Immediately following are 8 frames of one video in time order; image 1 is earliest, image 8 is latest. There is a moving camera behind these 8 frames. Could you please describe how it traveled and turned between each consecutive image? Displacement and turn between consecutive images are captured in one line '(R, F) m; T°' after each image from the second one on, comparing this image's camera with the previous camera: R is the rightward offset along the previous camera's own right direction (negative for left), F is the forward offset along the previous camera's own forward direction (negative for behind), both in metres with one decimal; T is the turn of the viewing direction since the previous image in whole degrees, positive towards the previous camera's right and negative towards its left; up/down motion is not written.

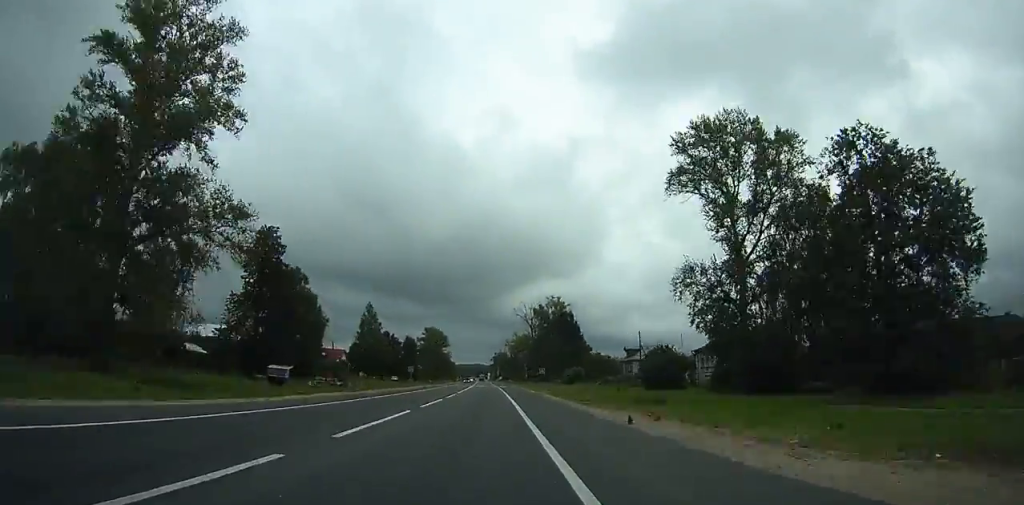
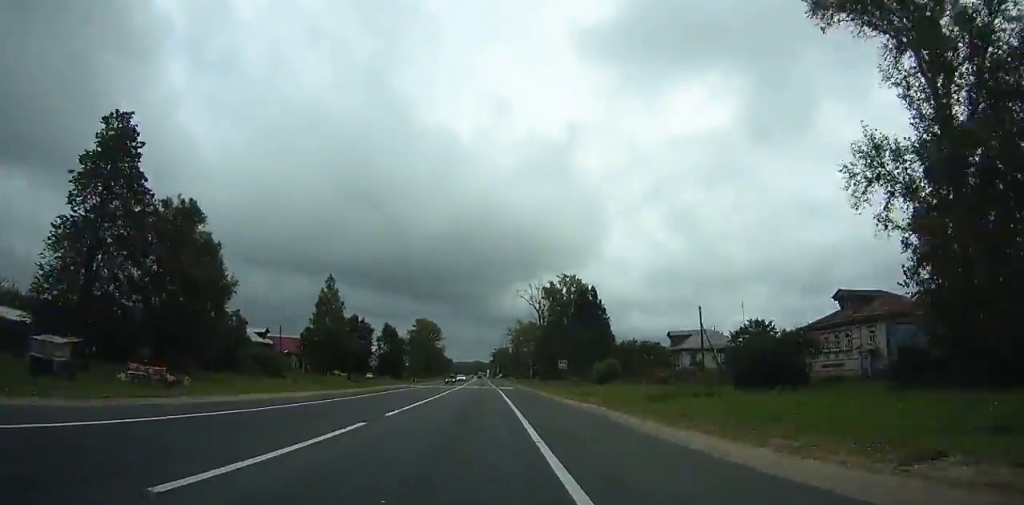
(-0.1, +32.6) m; 0°
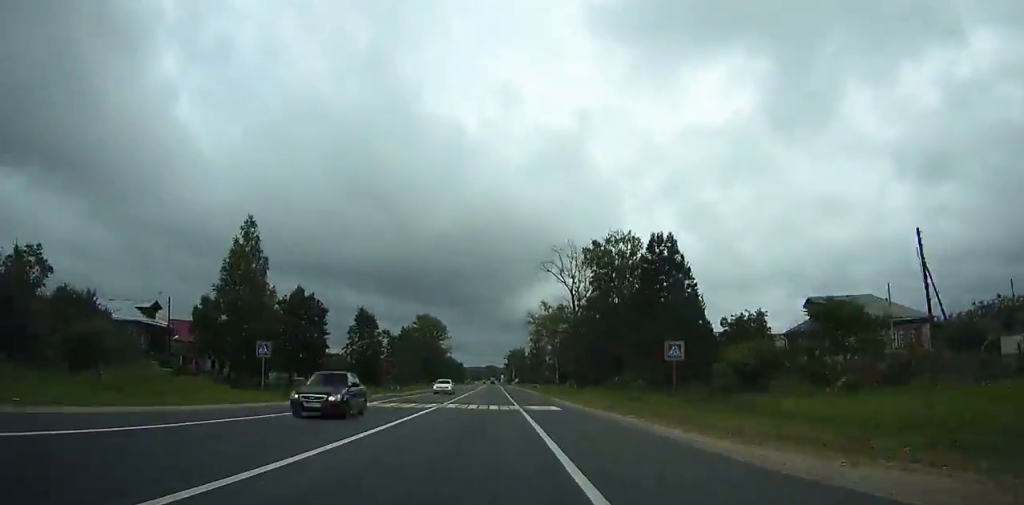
(-0.1, +39.8) m; 0°
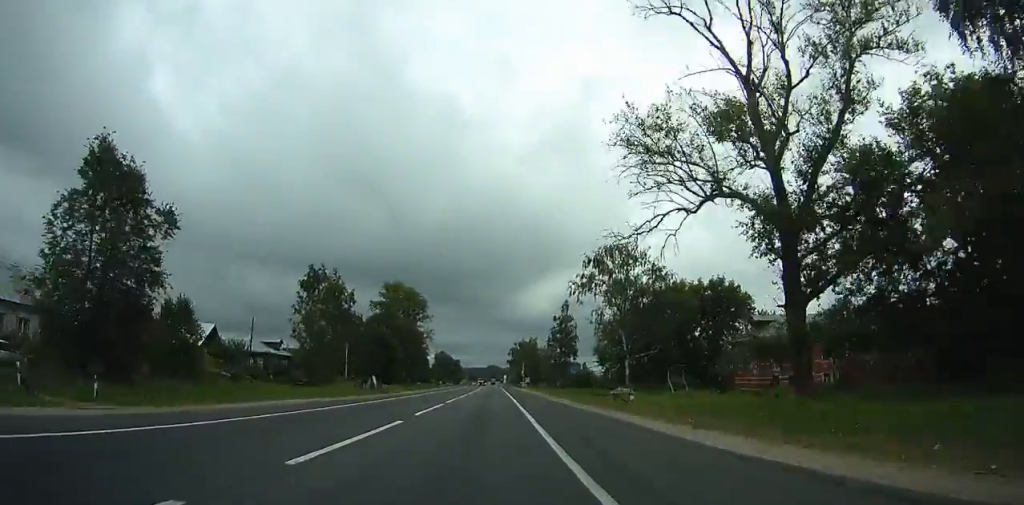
(+0.4, +70.9) m; 0°
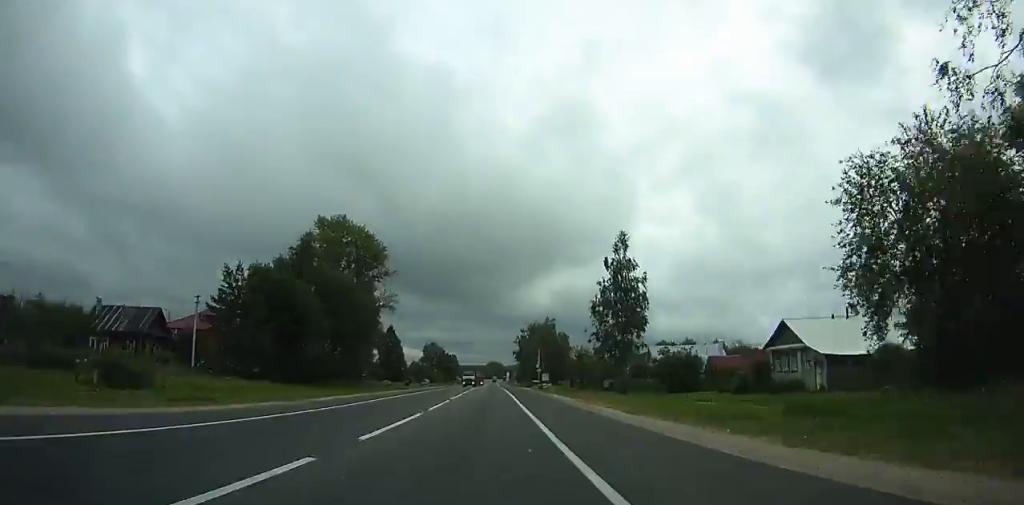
(-0.6, +56.8) m; -3°
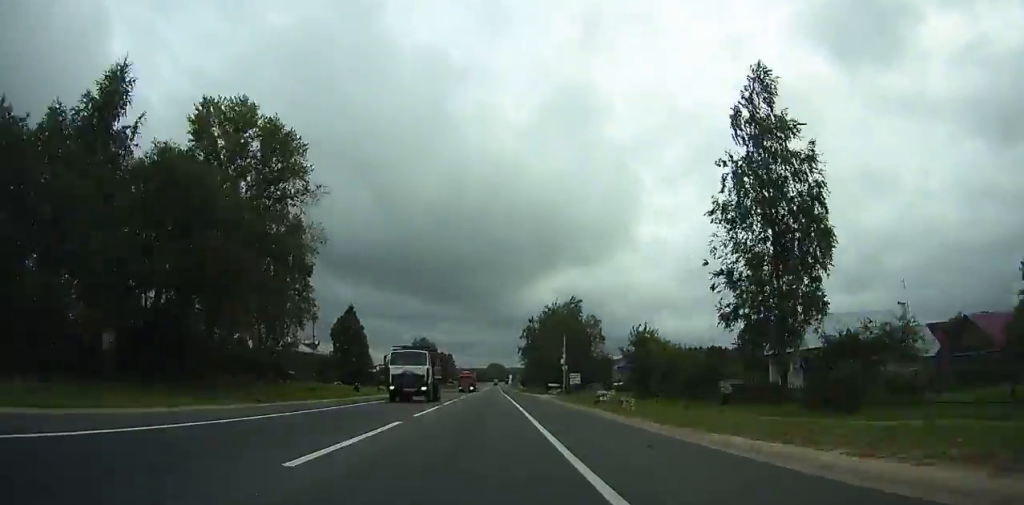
(-0.6, +38.0) m; -3°
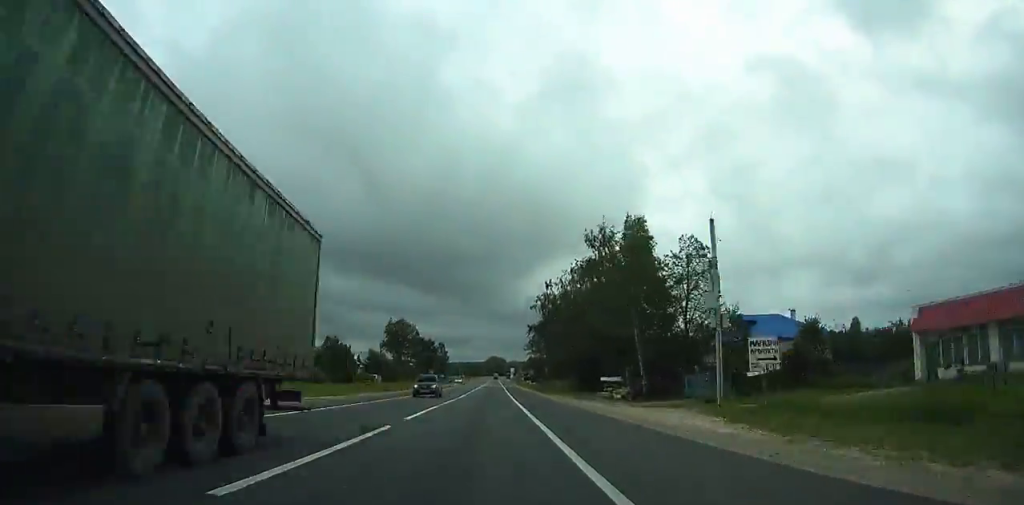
(-1.8, +49.6) m; +3°
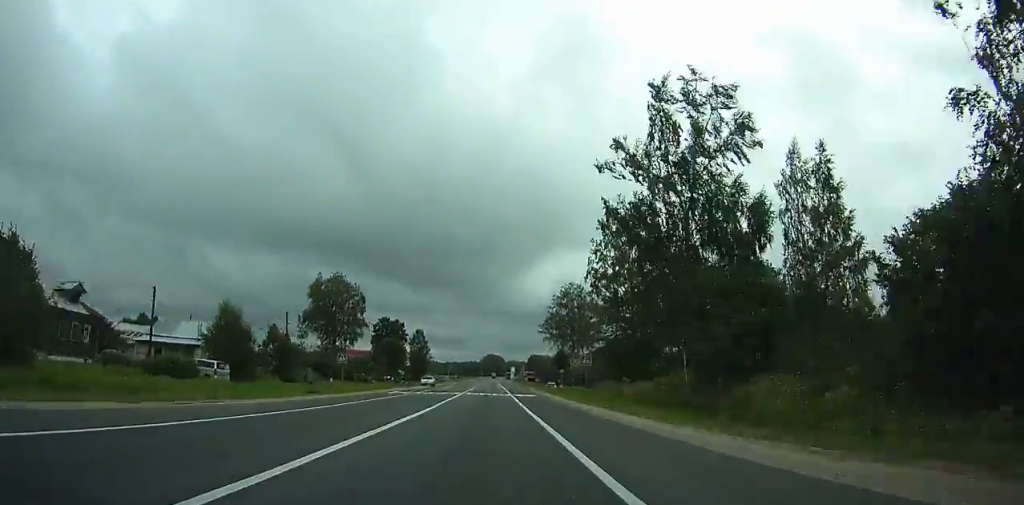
(+5.4, +66.3) m; +4°
